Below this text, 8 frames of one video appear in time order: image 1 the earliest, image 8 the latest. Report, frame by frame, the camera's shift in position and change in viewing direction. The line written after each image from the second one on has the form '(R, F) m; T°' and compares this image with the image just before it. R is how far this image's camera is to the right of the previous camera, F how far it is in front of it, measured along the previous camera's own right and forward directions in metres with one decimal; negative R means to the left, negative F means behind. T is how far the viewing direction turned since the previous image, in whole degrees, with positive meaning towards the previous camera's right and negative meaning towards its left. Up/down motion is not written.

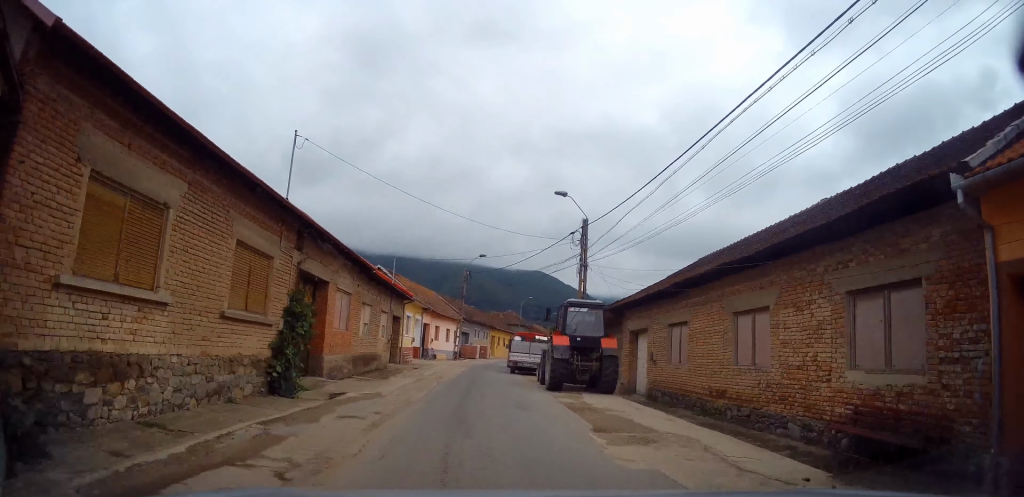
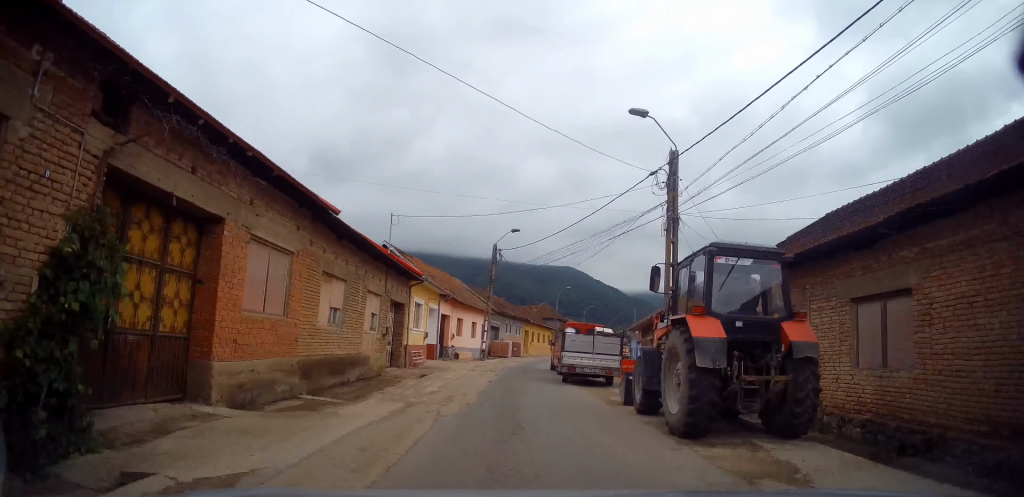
(-0.3, +9.0) m; -3°
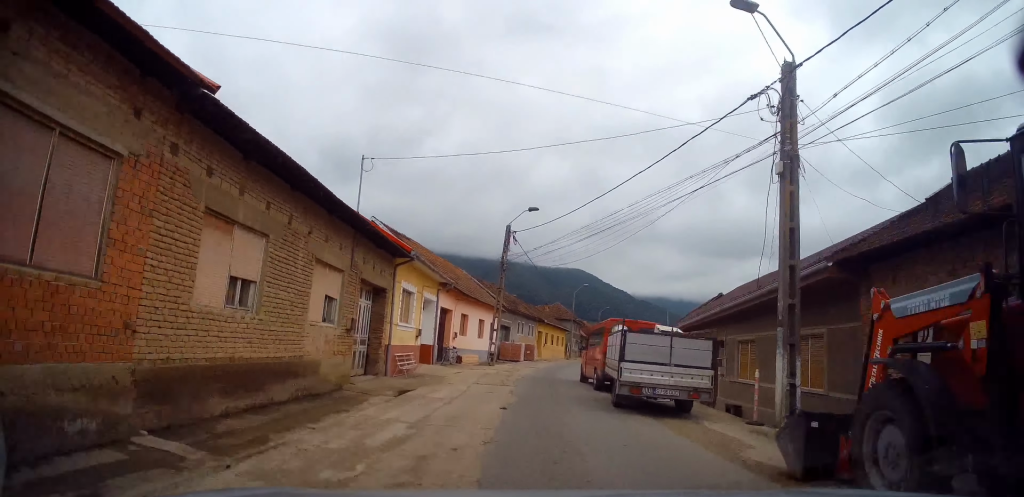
(-0.1, +6.3) m; -1°
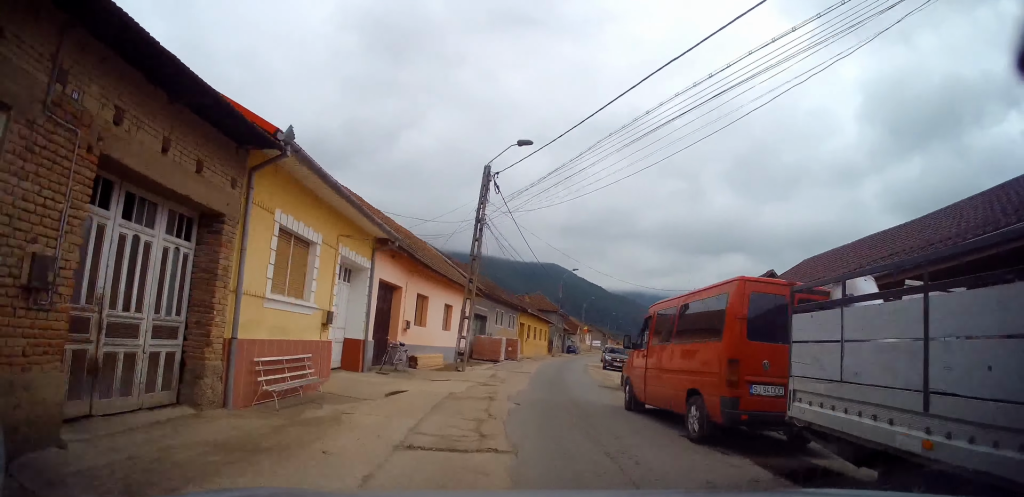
(-0.1, +9.9) m; +2°
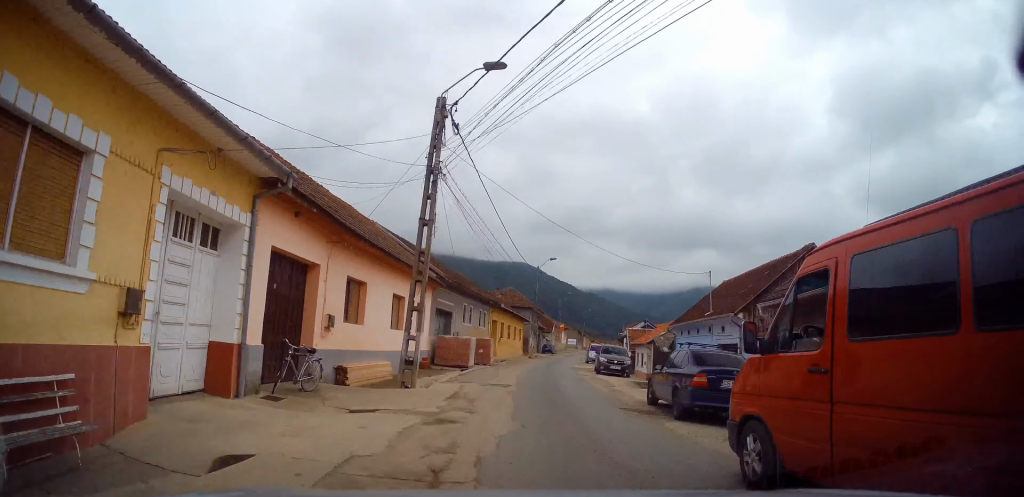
(+0.3, +6.5) m; +3°
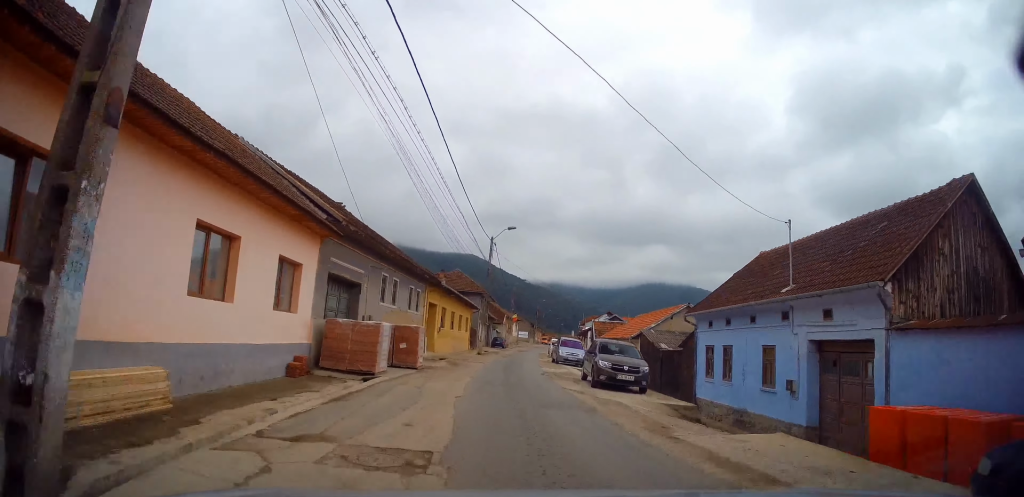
(+0.6, +11.1) m; +4°
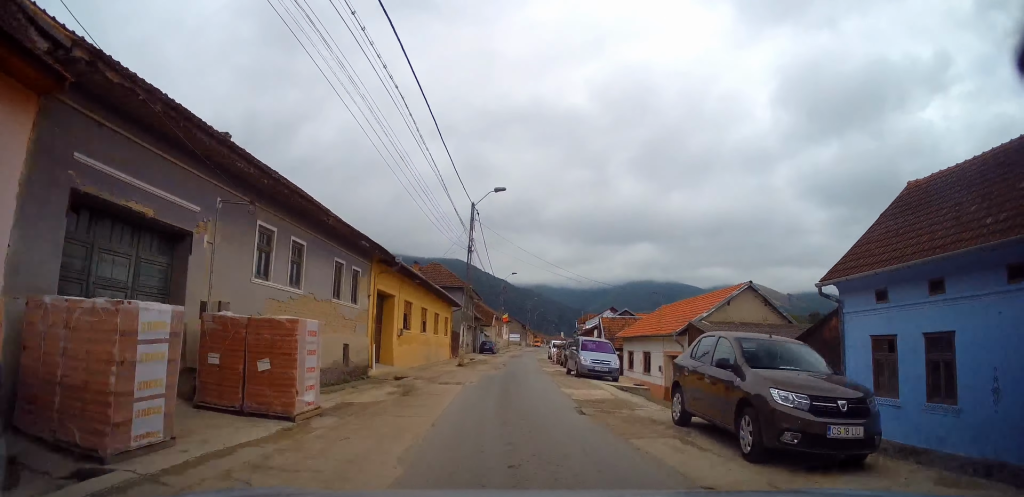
(+0.1, +10.4) m; +2°
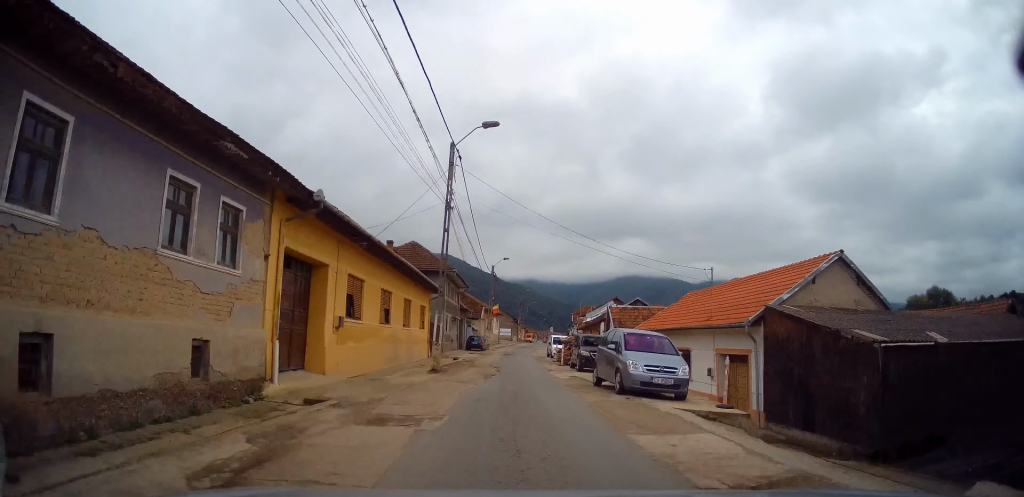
(+0.1, +7.8) m; +1°
